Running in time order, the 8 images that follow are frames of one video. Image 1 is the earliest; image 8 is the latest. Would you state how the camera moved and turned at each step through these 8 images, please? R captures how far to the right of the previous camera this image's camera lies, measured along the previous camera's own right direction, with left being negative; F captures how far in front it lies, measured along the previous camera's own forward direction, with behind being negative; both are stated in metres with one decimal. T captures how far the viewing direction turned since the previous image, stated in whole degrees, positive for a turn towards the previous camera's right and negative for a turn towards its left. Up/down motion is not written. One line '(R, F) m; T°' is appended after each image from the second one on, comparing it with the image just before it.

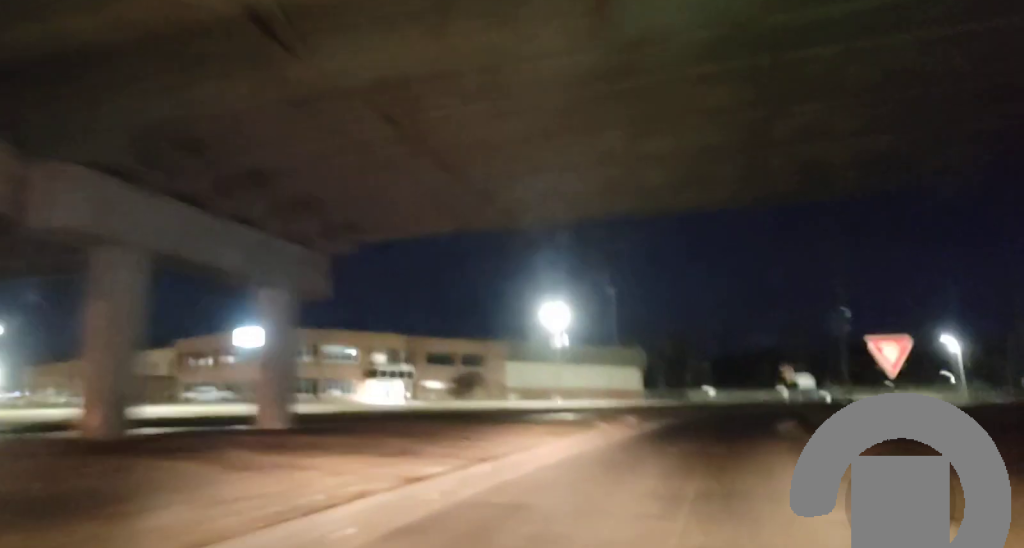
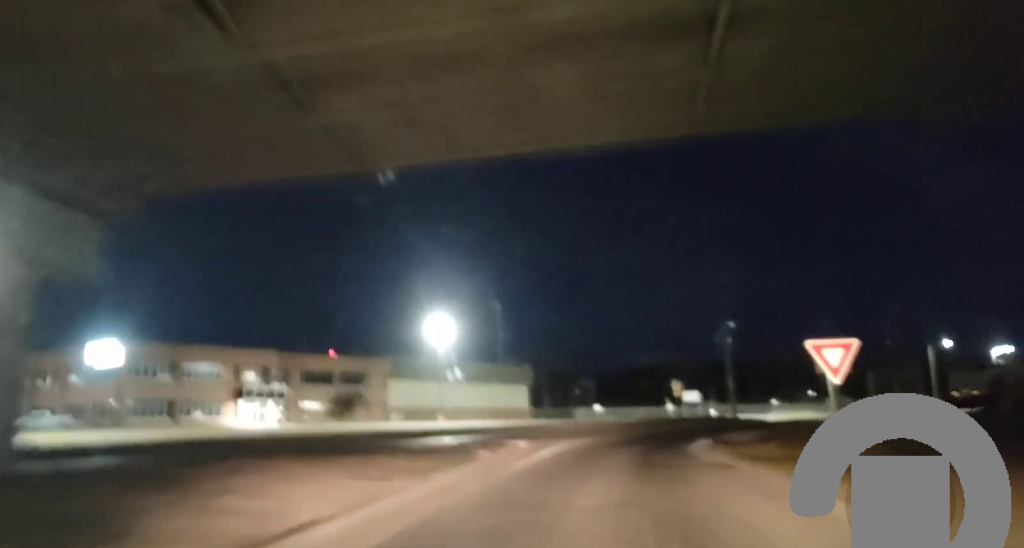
(+0.5, +7.2) m; +6°
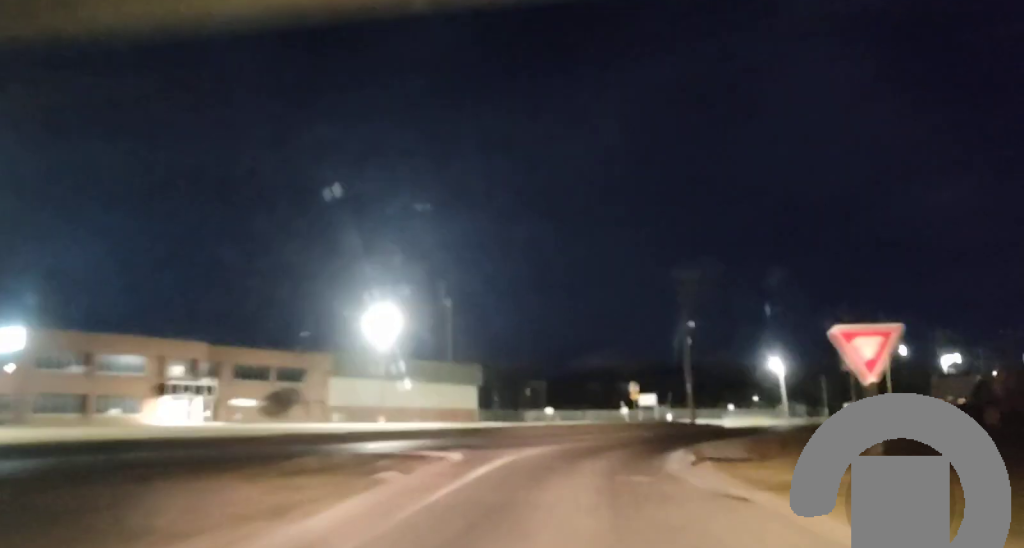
(+0.2, +7.9) m; +3°
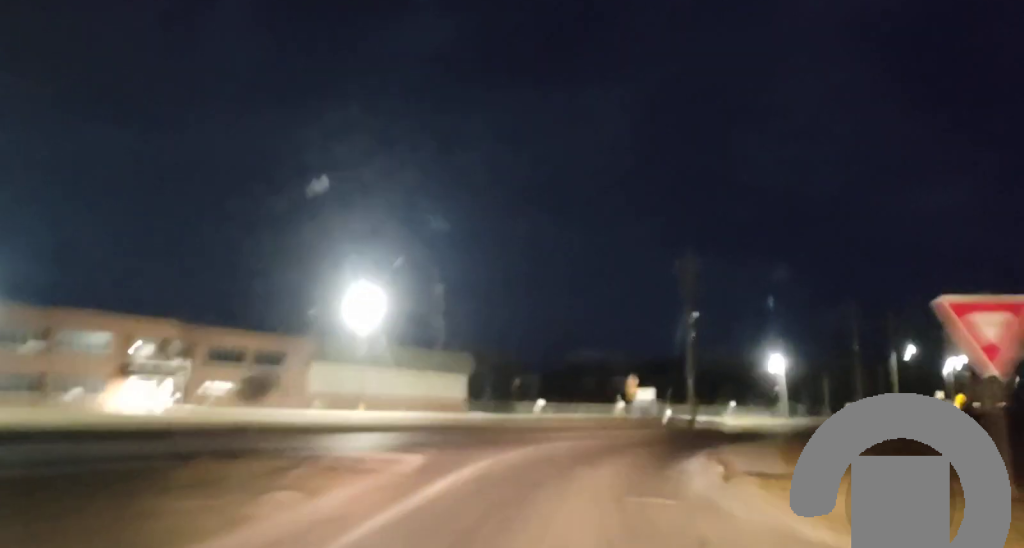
(+0.2, +5.0) m; +1°
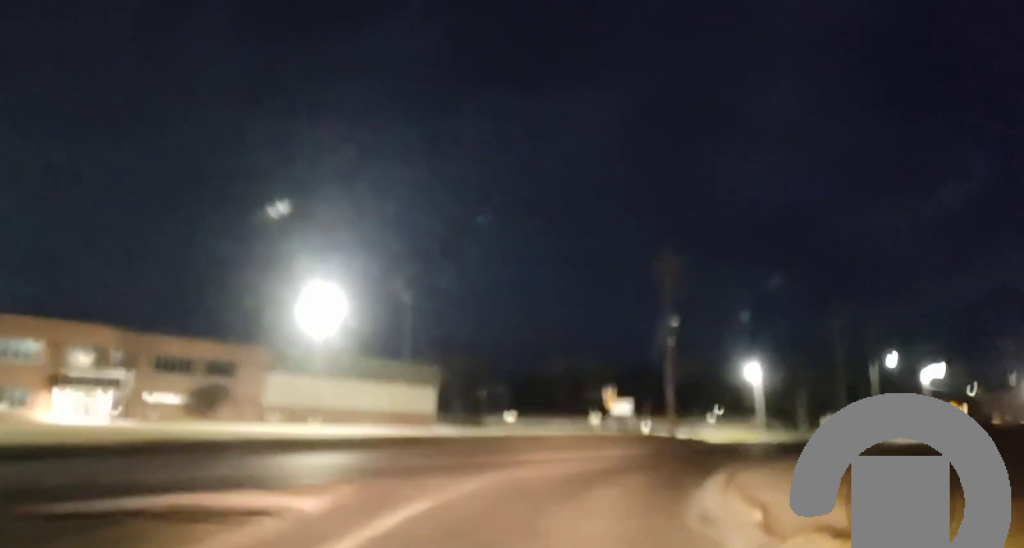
(0.0, +6.1) m; +2°
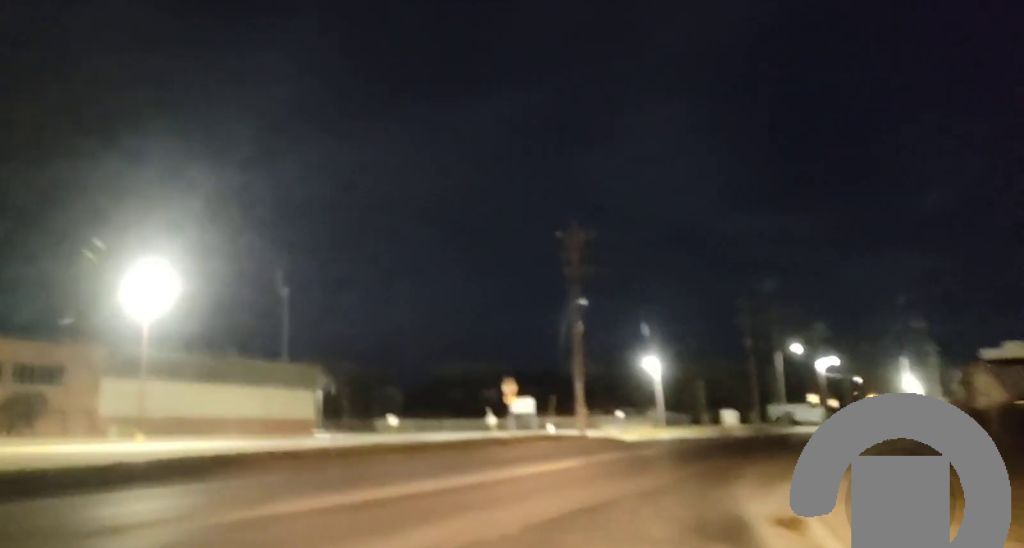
(+0.9, +13.0) m; +9°
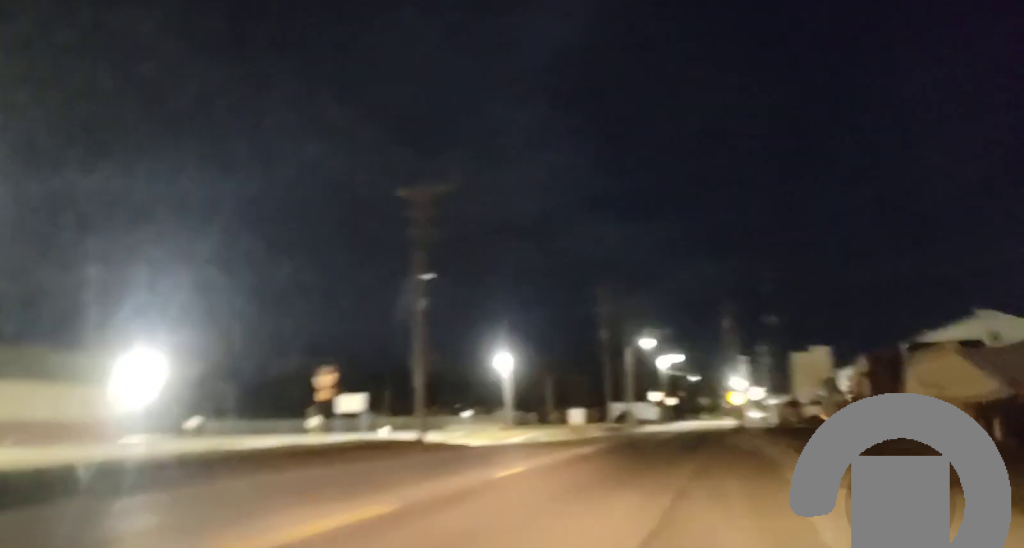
(+0.5, +13.1) m; +3°
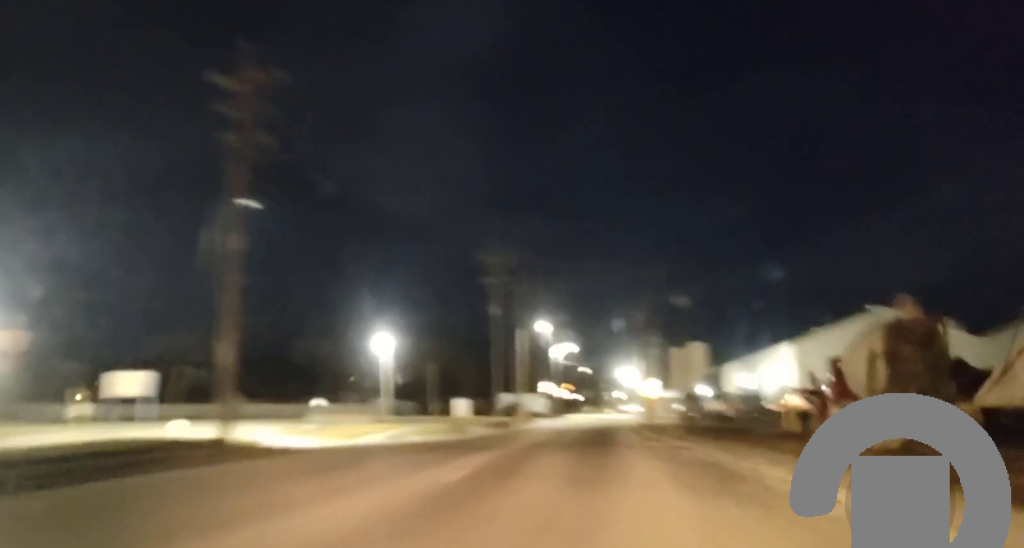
(+2.1, +15.6) m; +16°
